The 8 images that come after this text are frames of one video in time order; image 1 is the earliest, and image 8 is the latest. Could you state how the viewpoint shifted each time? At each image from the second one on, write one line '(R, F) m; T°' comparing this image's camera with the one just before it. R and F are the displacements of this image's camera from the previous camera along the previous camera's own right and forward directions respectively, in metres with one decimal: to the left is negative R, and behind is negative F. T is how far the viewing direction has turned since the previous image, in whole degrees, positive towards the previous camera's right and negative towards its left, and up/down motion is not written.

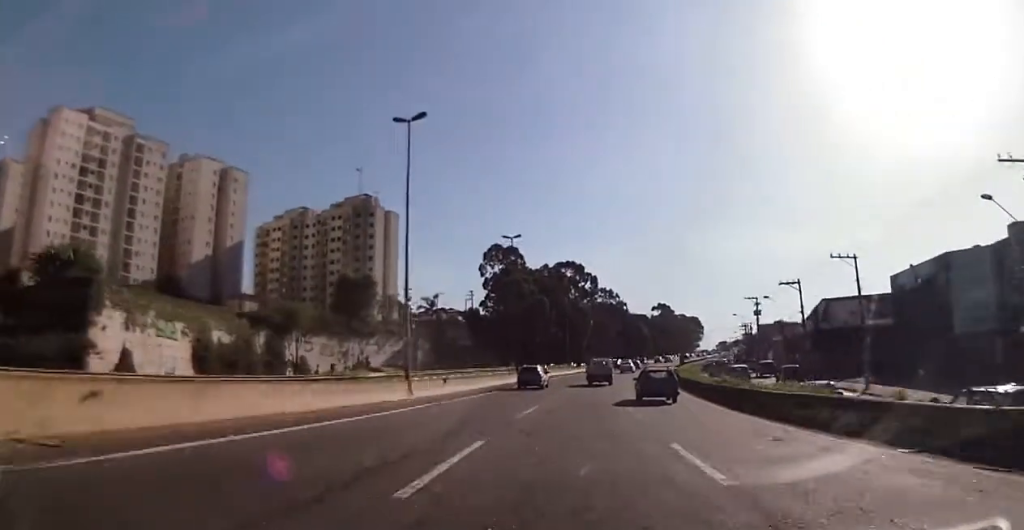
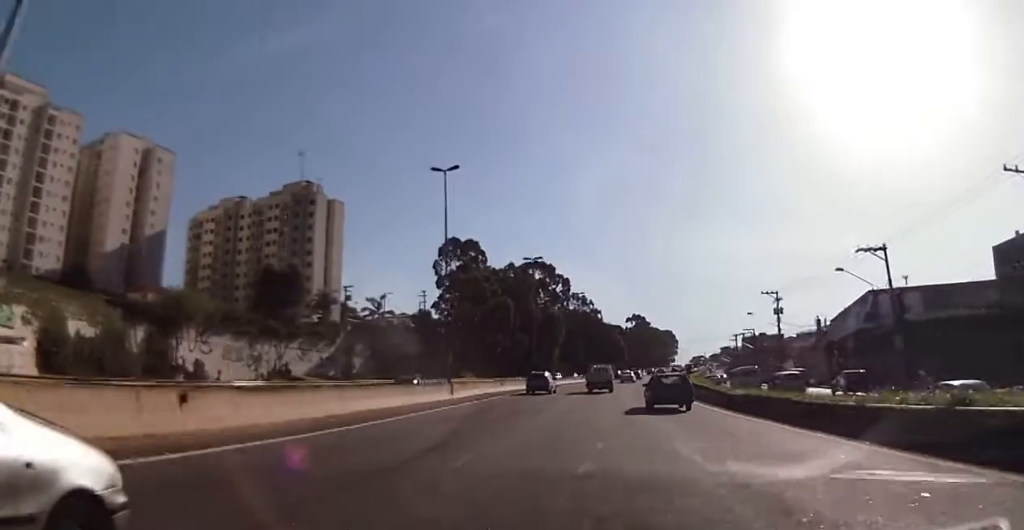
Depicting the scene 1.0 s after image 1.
(+0.6, +22.8) m; +4°
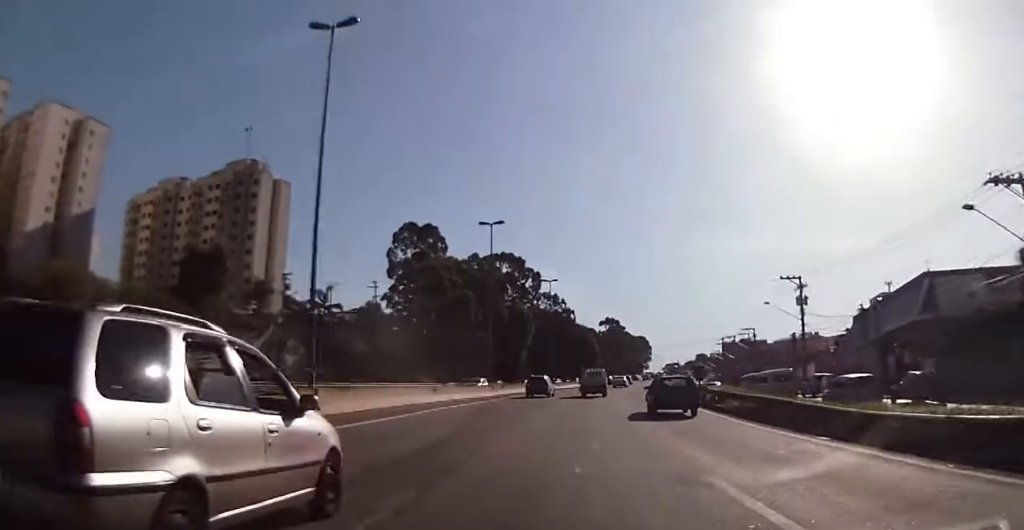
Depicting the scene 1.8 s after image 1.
(+0.8, +16.8) m; +2°
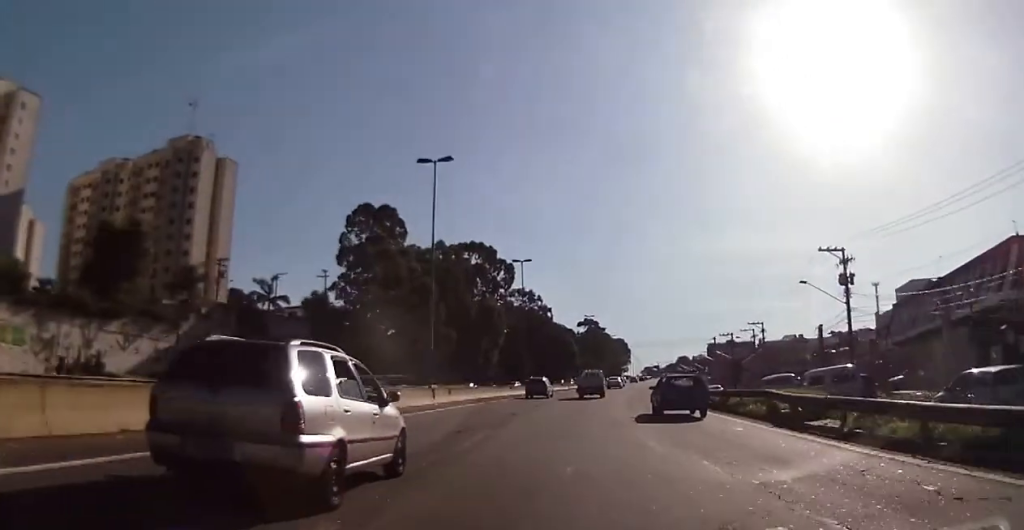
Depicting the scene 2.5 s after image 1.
(+0.2, +15.3) m; +2°
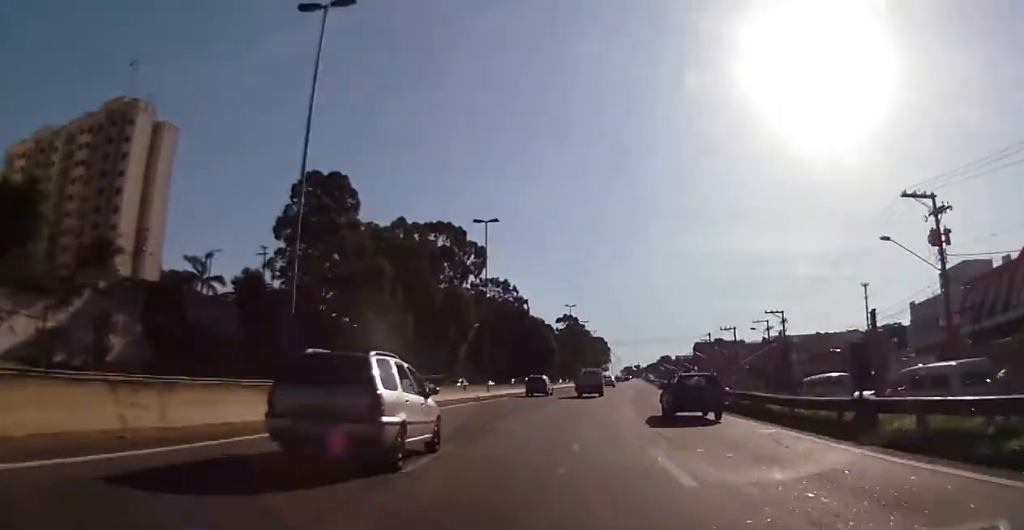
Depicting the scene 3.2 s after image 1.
(+0.1, +15.9) m; +2°
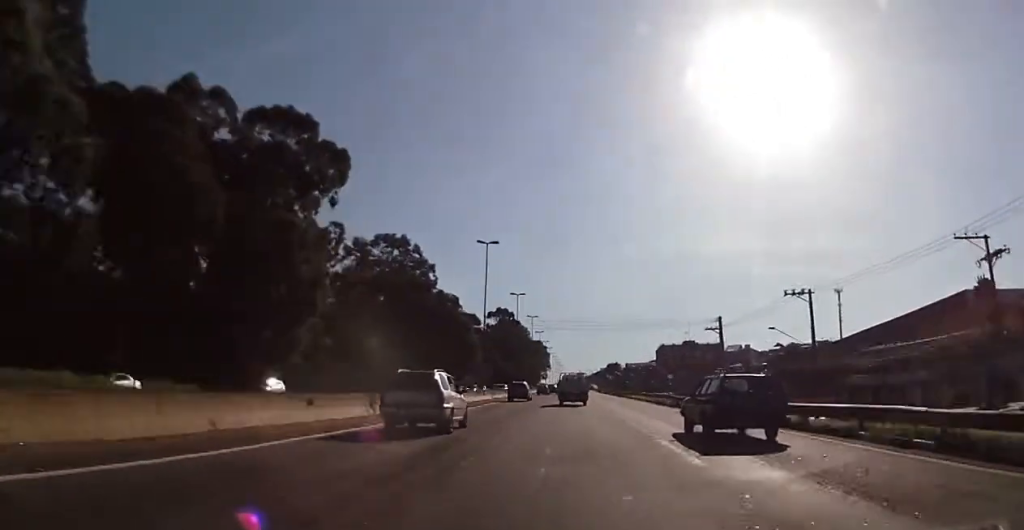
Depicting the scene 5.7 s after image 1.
(+2.8, +52.7) m; +6°
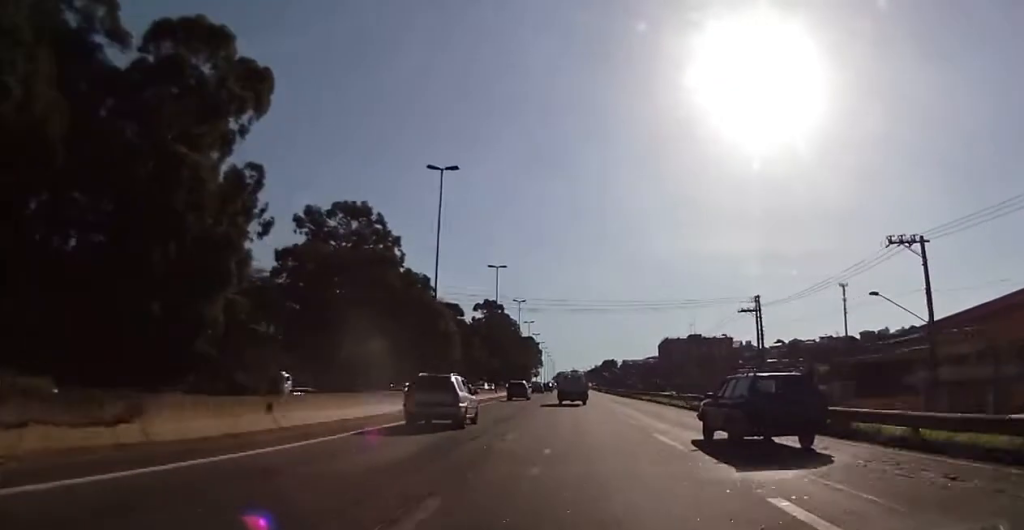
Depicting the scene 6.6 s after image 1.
(+0.5, +19.0) m; +2°
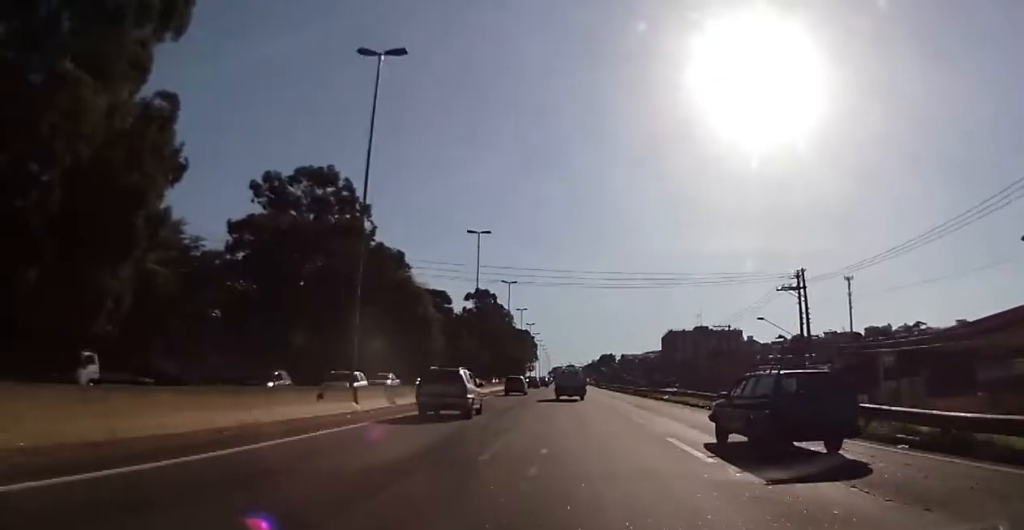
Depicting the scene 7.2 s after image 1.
(+0.1, +13.2) m; +1°
